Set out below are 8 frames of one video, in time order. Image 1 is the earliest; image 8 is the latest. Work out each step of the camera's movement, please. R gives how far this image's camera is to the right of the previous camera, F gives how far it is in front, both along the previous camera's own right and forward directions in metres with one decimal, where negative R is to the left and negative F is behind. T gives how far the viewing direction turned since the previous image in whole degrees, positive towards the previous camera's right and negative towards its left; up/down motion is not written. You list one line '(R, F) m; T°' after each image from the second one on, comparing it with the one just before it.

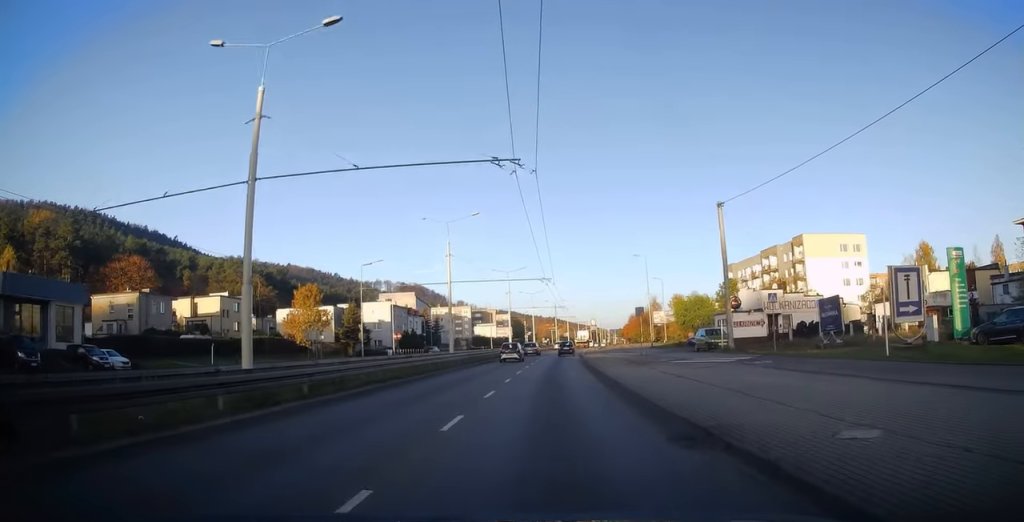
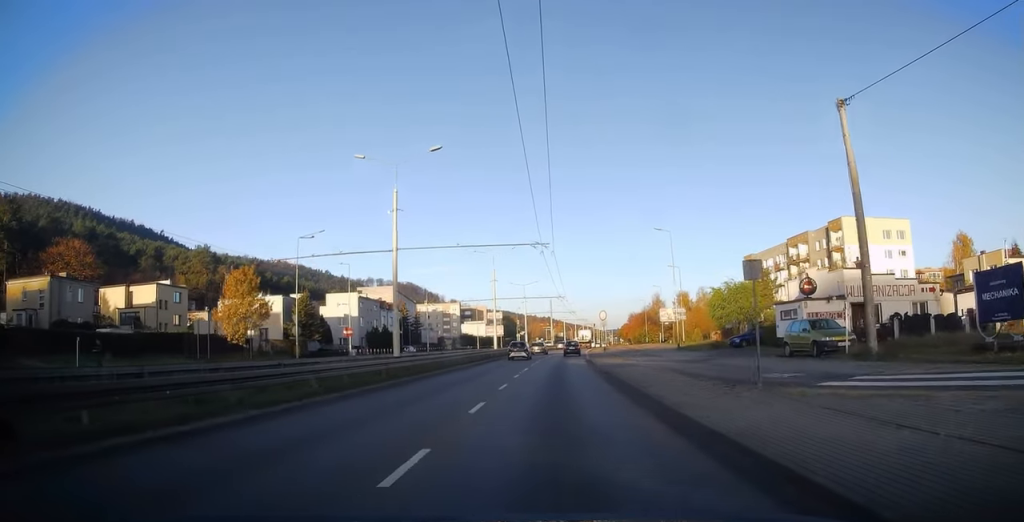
(+0.5, +15.9) m; +1°
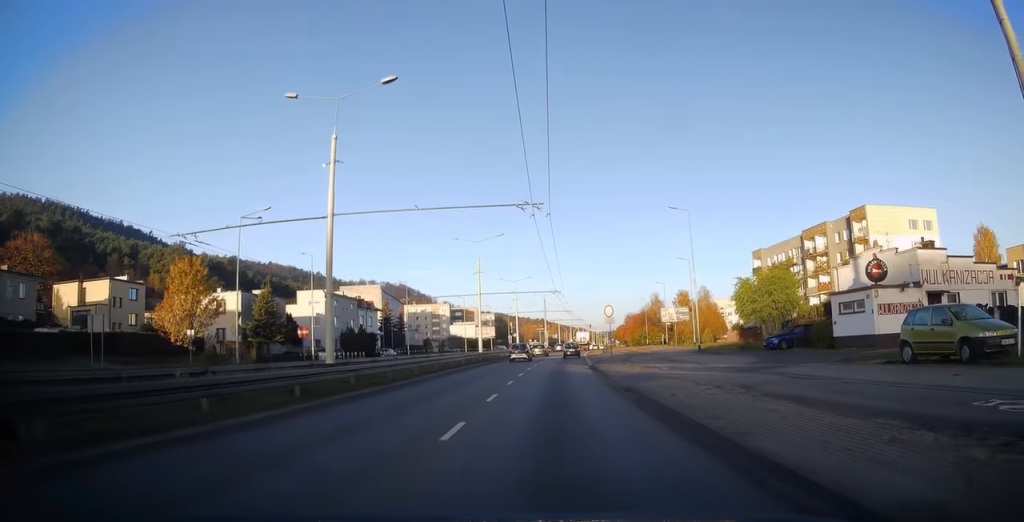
(-0.2, +8.9) m; -1°
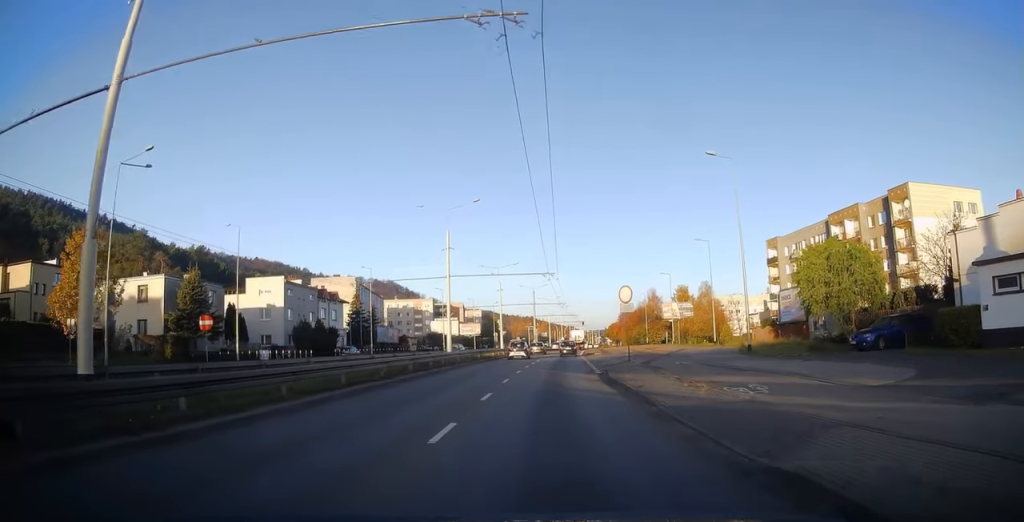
(-0.1, +12.5) m; 0°
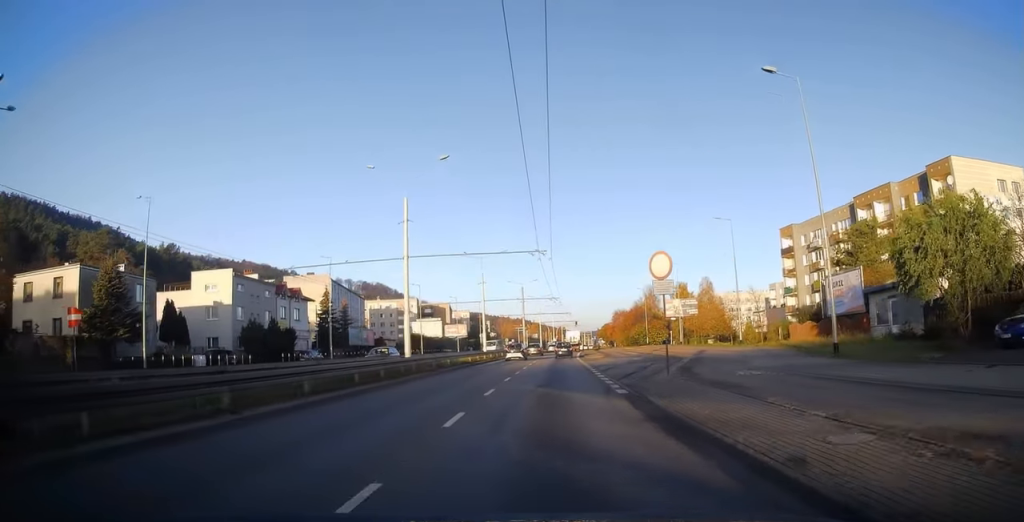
(0.0, +10.3) m; +1°
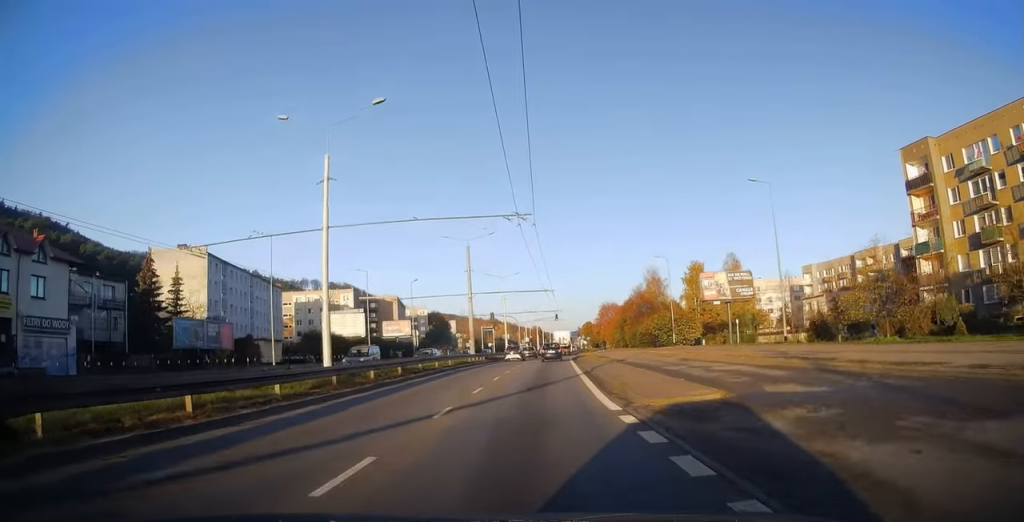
(+1.5, +40.4) m; +4°
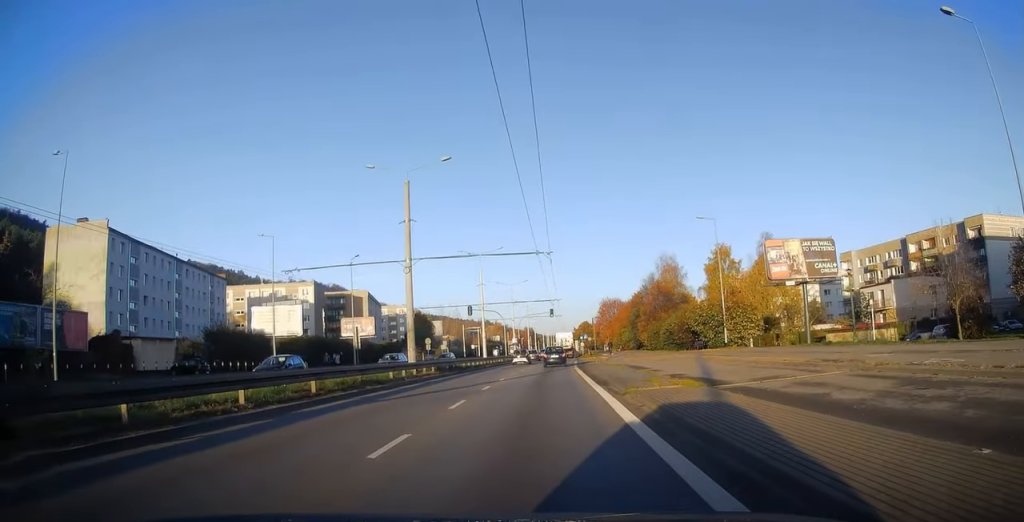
(+0.3, +22.1) m; +1°
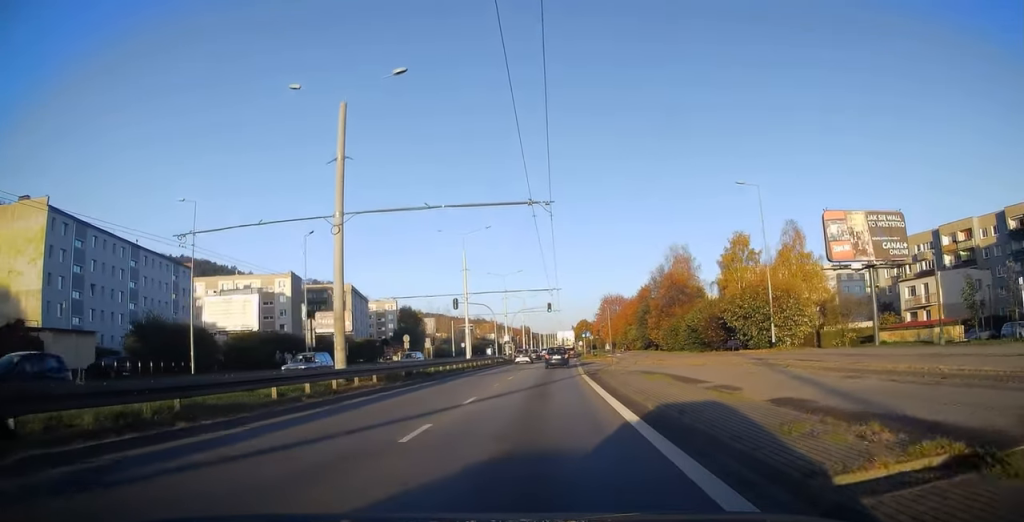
(0.0, +10.6) m; 0°
